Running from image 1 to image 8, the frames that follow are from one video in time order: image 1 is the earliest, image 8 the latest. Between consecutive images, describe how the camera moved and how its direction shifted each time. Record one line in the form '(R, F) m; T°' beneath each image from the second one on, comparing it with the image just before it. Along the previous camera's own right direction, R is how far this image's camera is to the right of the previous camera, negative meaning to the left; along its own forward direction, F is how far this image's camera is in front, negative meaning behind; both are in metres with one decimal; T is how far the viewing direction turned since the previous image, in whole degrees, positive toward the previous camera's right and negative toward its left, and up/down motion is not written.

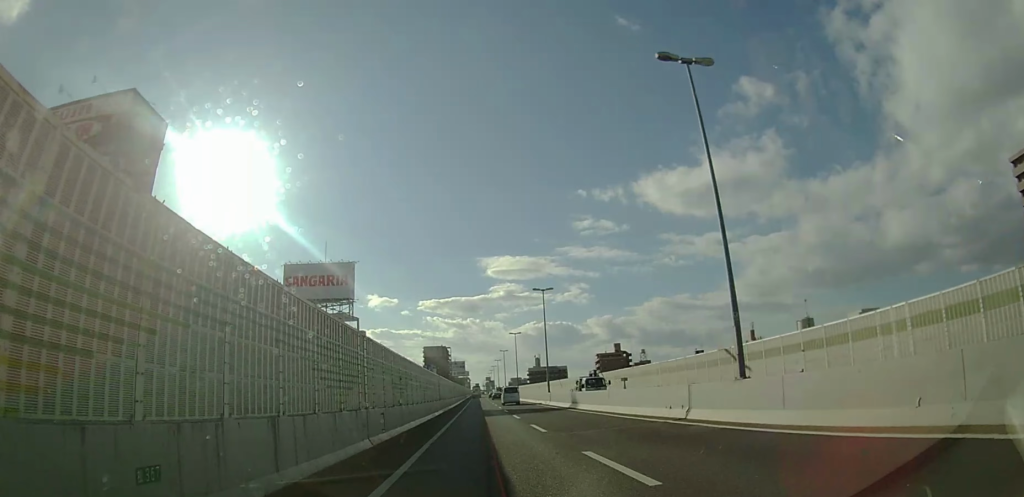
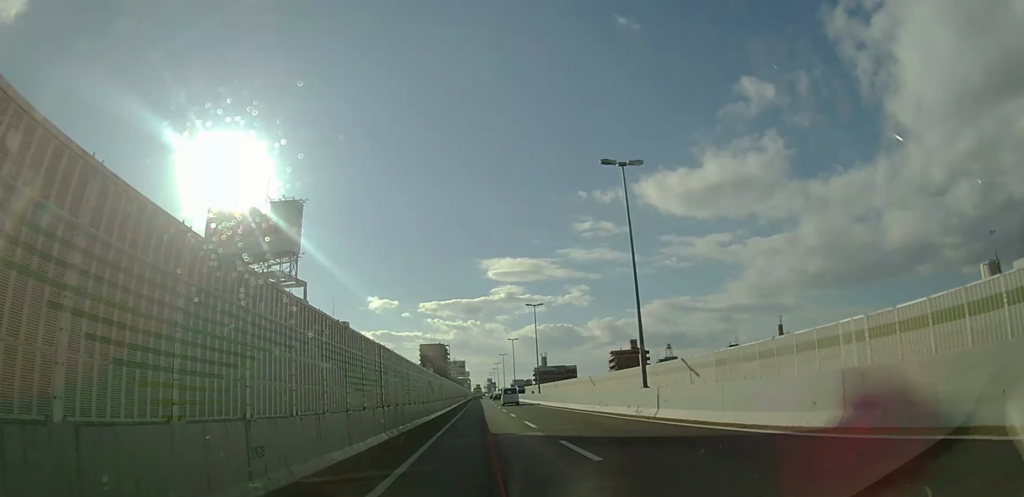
(-0.2, +27.7) m; 0°
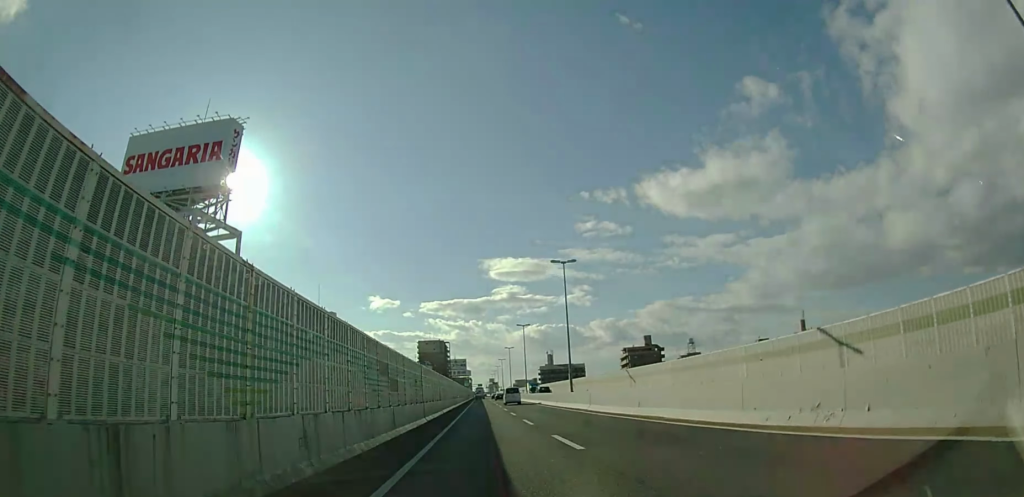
(+0.1, +18.0) m; 0°
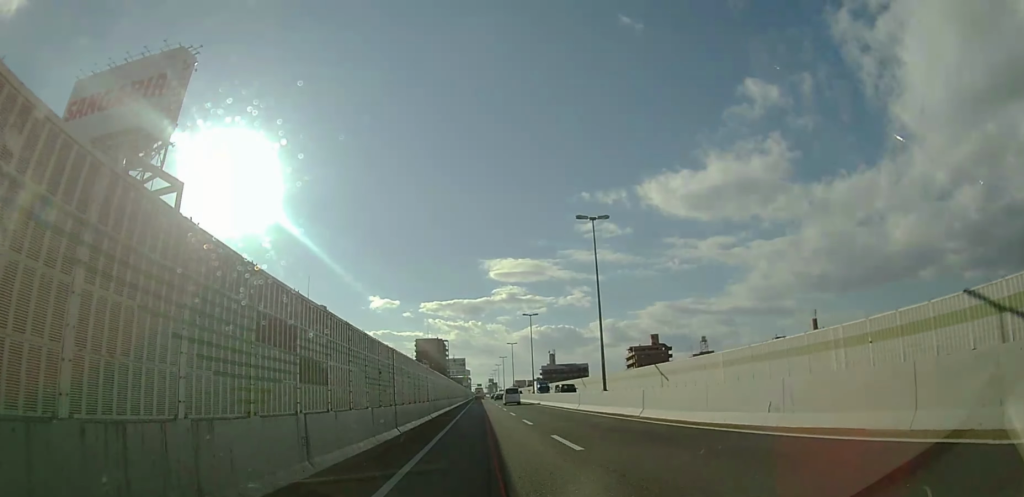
(0.0, +9.7) m; +1°
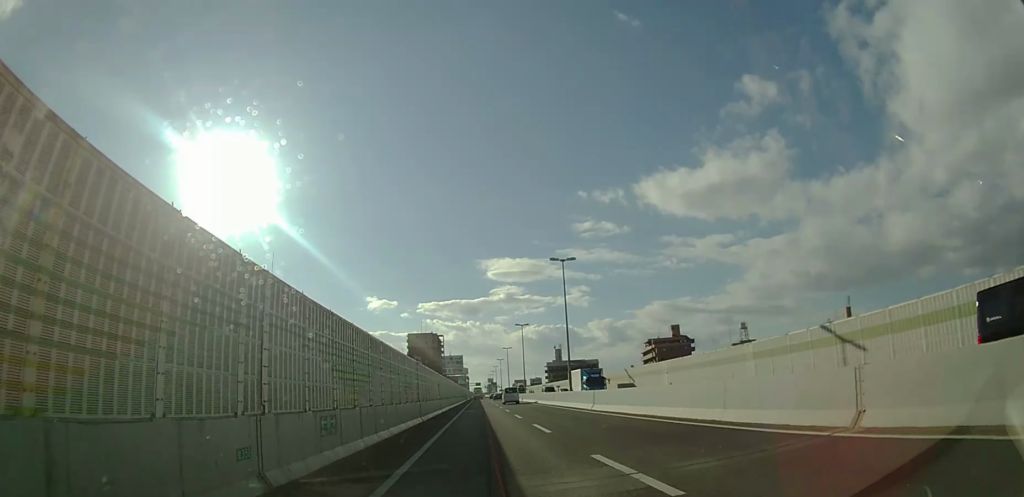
(+0.3, +25.3) m; 0°
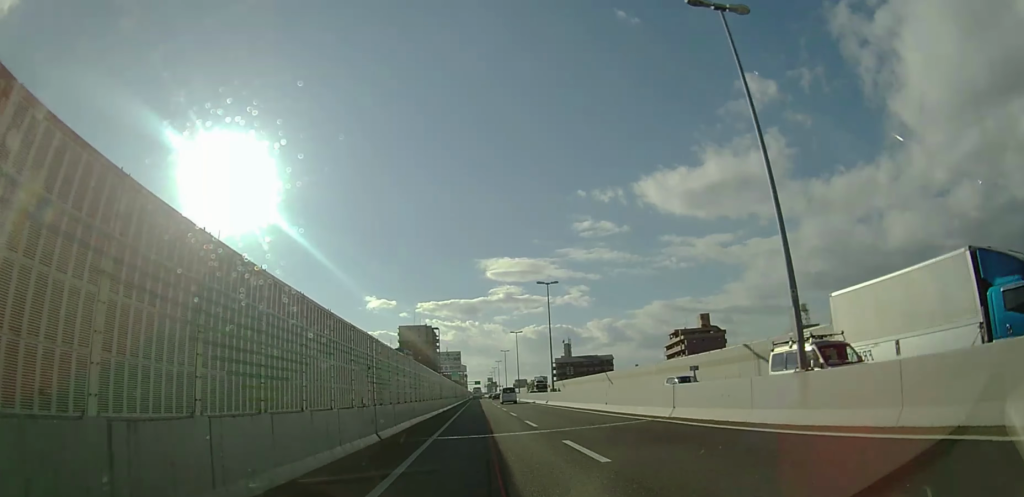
(-0.3, +26.7) m; 0°
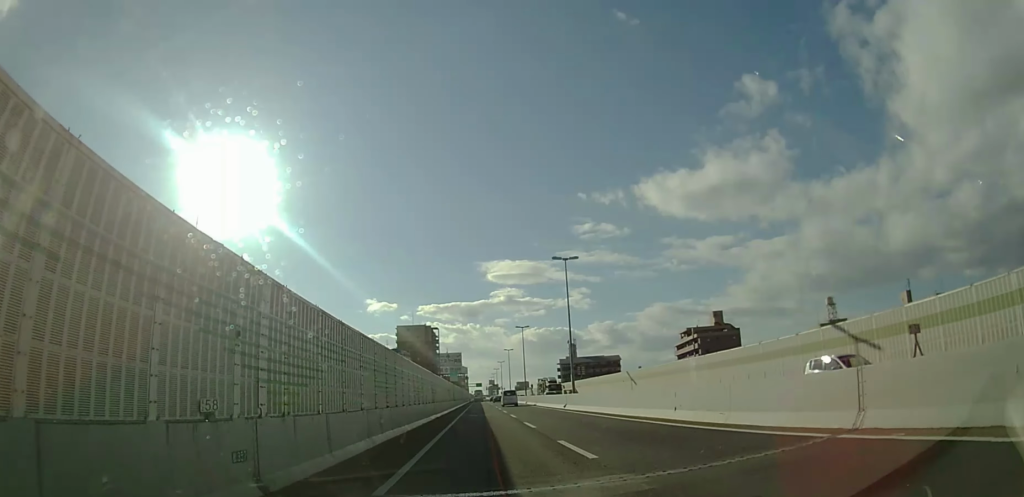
(0.0, +8.9) m; 0°
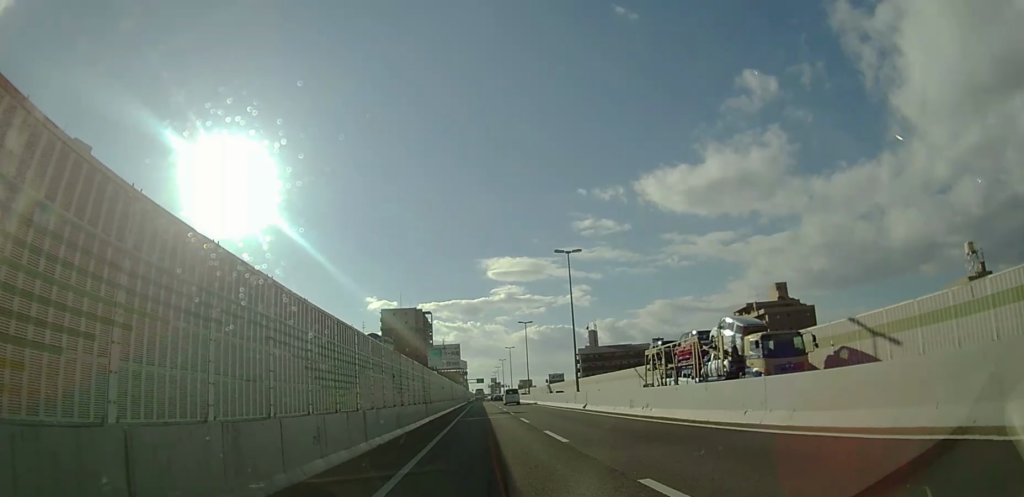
(-0.1, +37.0) m; -1°
